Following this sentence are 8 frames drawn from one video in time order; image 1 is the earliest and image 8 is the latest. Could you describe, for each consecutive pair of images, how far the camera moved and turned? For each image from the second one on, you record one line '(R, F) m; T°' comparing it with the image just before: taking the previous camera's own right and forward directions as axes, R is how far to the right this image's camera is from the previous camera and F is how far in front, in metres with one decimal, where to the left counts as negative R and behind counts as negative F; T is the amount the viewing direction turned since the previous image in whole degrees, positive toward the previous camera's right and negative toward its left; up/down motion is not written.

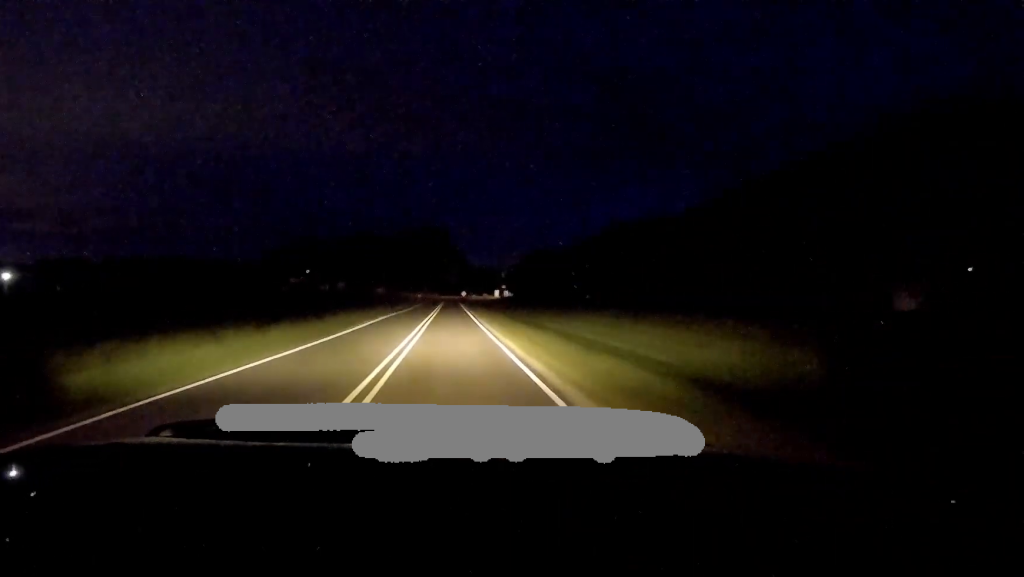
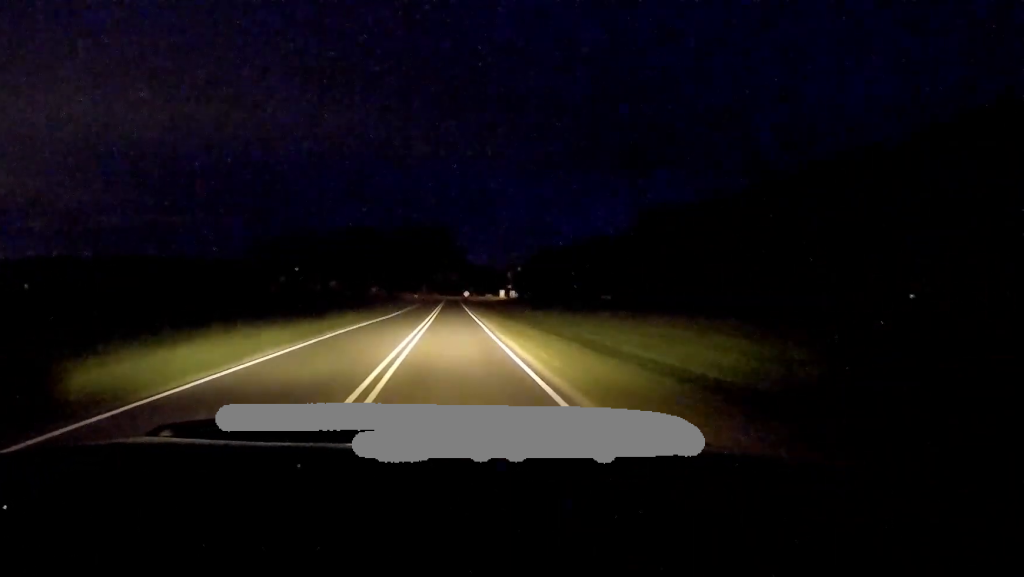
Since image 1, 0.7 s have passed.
(+0.1, +17.8) m; +1°
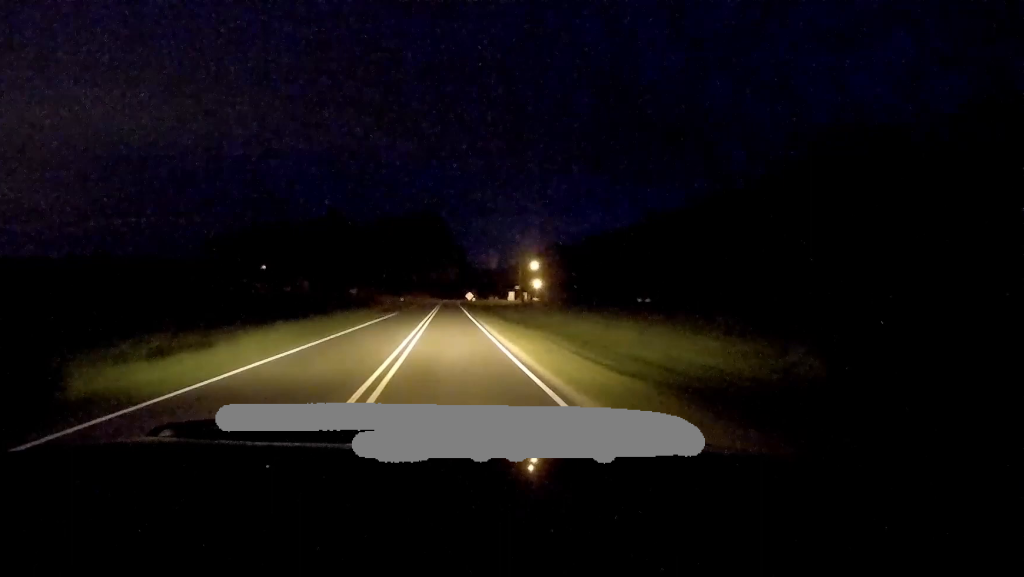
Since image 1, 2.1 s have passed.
(+0.4, +33.9) m; 0°
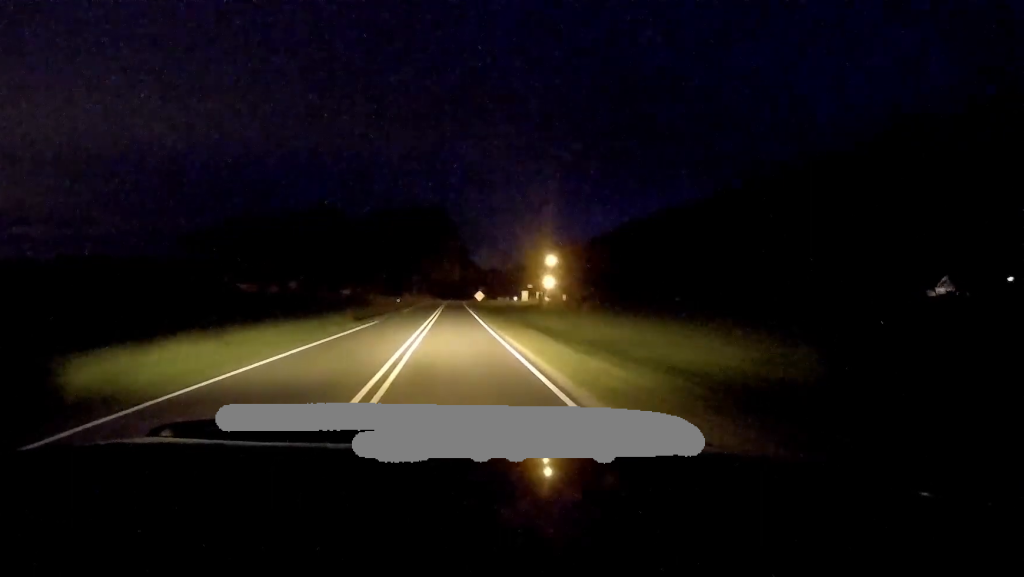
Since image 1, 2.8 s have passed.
(-0.2, +16.9) m; -1°
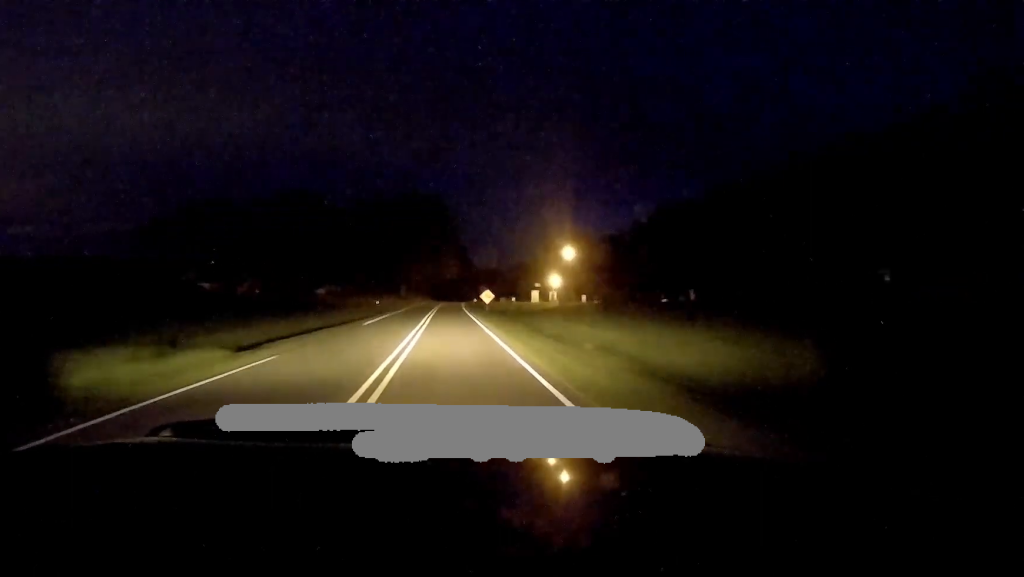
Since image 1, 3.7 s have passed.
(-0.2, +20.9) m; -1°
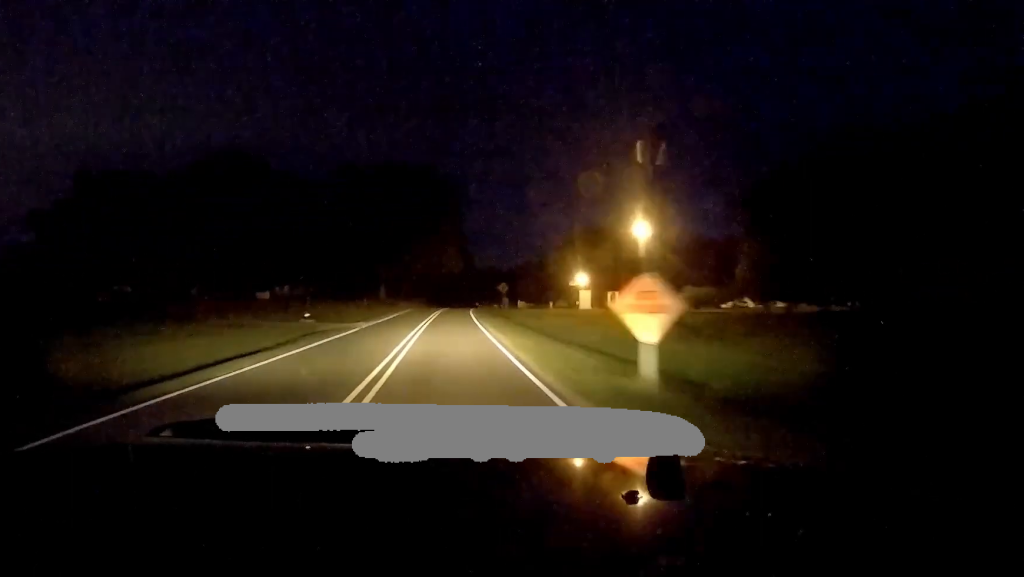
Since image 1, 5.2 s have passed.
(0.0, +36.0) m; 0°
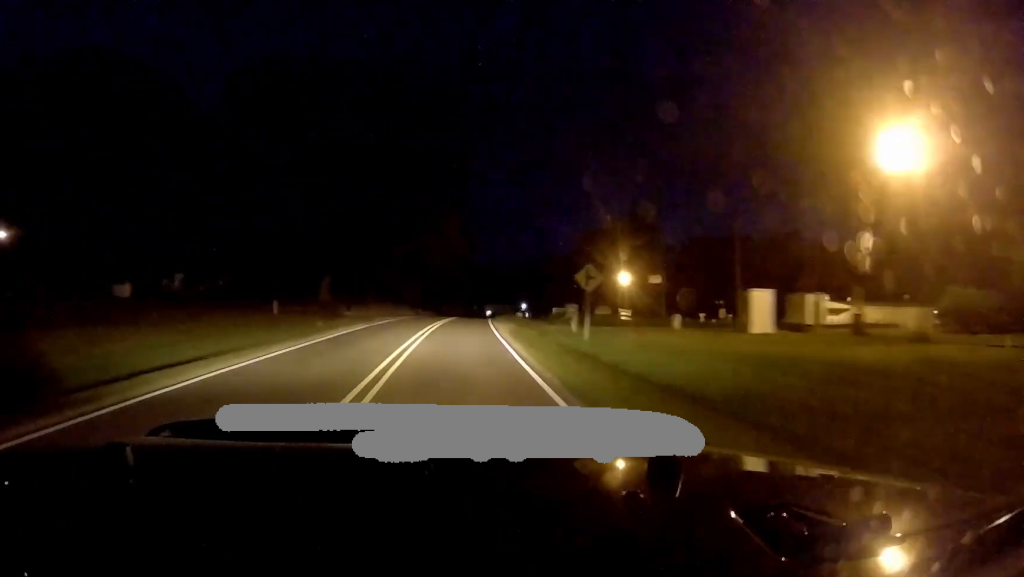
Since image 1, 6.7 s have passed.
(+0.3, +35.8) m; +2°
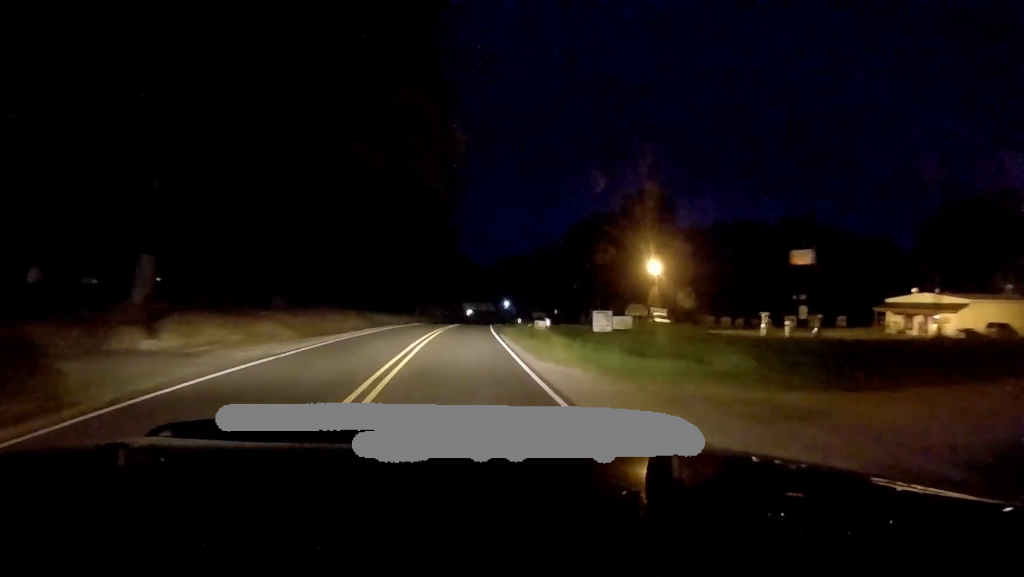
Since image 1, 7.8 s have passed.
(+0.4, +25.4) m; 0°
